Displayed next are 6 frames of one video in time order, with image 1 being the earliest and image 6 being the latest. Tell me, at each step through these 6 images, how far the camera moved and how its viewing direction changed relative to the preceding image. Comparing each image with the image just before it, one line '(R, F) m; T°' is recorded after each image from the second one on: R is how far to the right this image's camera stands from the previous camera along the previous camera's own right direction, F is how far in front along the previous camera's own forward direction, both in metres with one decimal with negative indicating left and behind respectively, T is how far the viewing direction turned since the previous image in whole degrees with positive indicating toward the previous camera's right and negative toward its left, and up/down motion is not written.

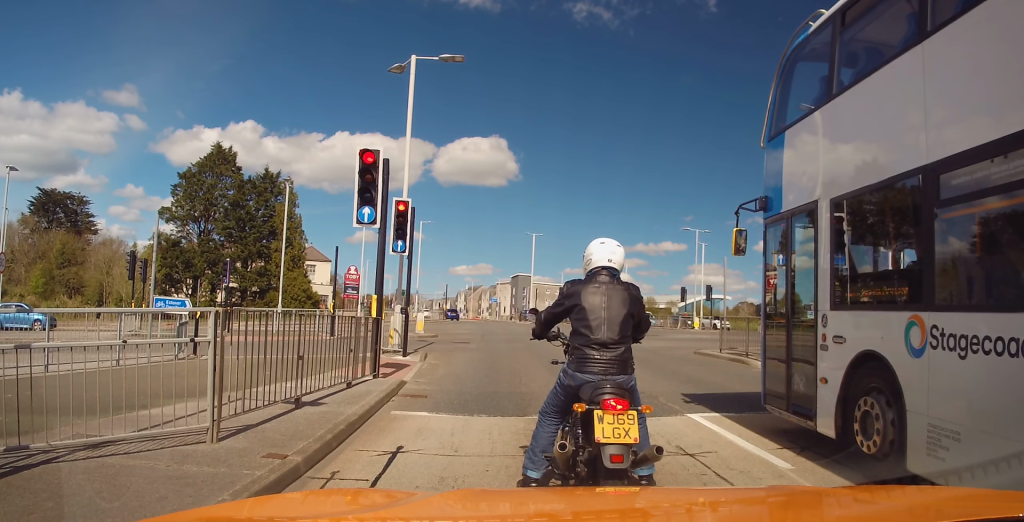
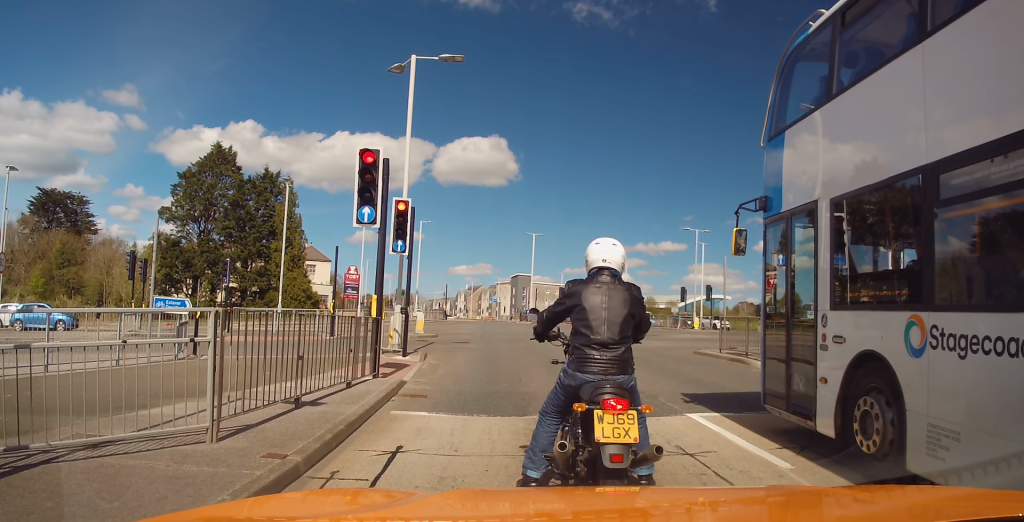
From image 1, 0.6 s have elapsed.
(0.0, 0.0) m; 0°
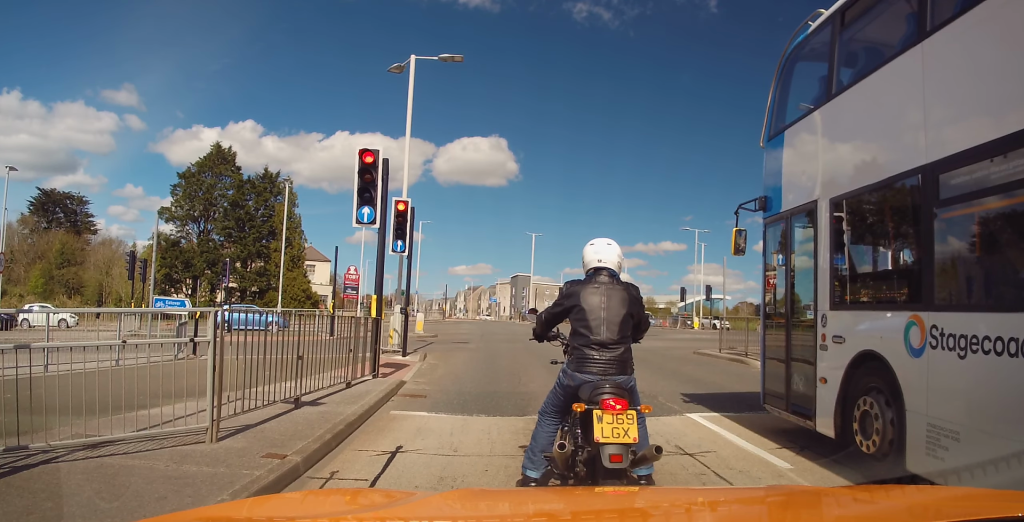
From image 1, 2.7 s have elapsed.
(0.0, 0.0) m; 0°
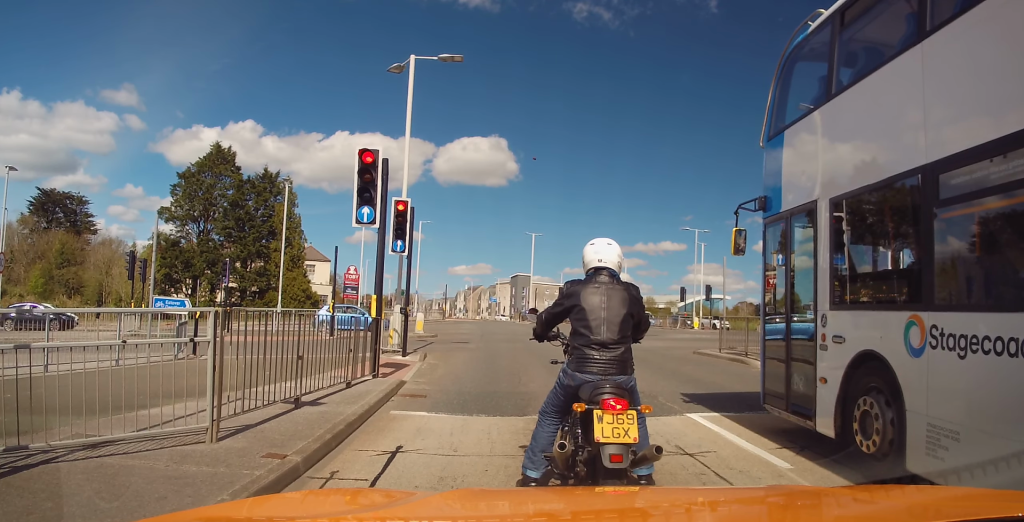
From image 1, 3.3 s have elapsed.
(0.0, 0.0) m; 0°
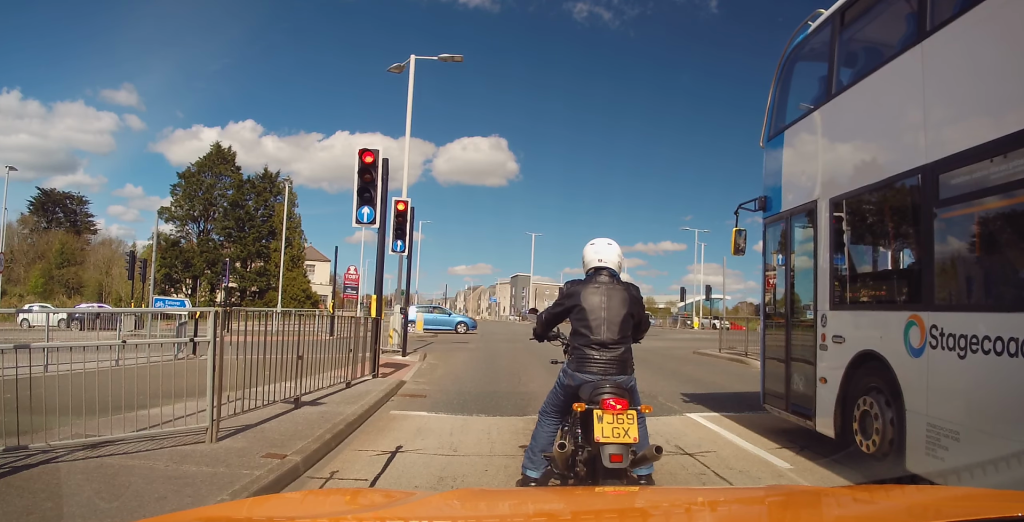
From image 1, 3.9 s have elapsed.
(0.0, 0.0) m; 0°
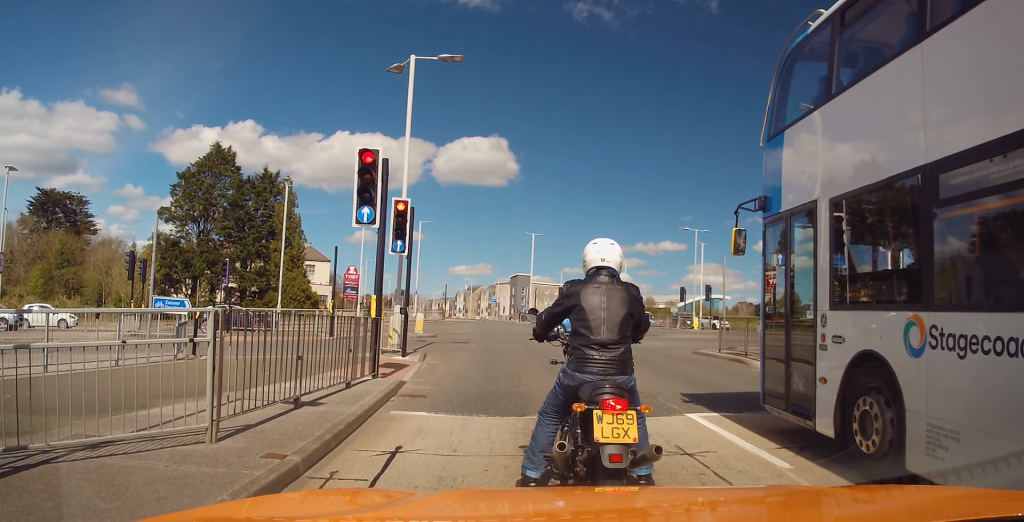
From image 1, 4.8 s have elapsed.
(0.0, 0.0) m; 0°
